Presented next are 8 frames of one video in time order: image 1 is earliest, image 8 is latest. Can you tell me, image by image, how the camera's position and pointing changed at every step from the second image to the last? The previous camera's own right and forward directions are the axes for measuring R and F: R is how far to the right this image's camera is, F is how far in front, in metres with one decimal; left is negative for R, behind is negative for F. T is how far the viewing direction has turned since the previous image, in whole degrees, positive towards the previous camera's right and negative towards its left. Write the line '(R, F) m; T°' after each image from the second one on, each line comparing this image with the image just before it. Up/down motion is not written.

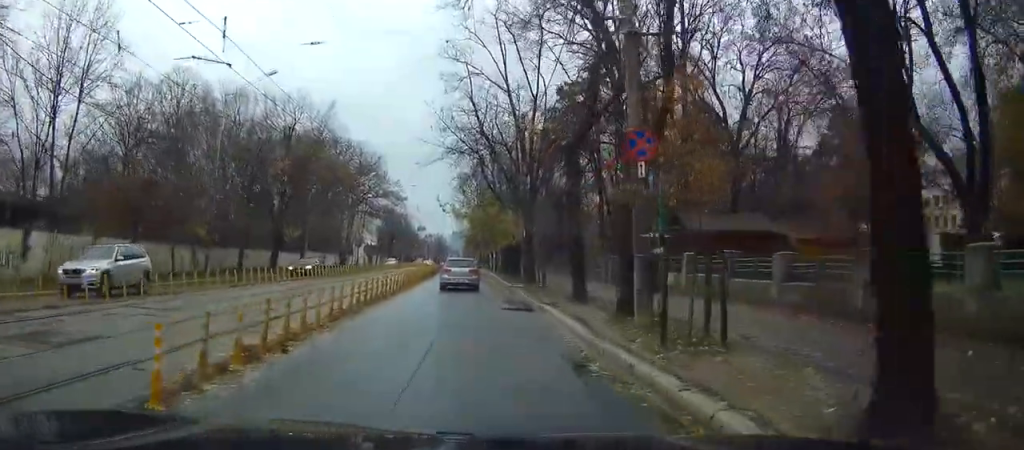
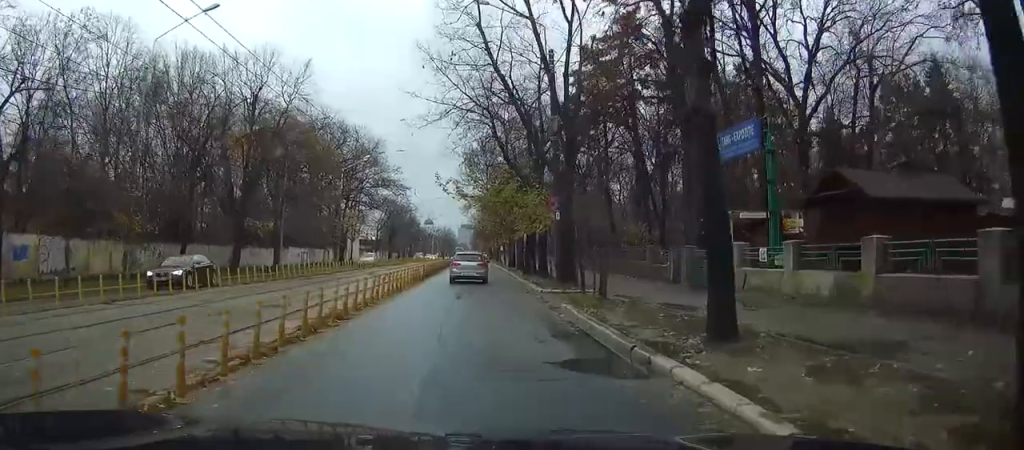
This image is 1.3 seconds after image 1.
(0.0, +11.0) m; 0°
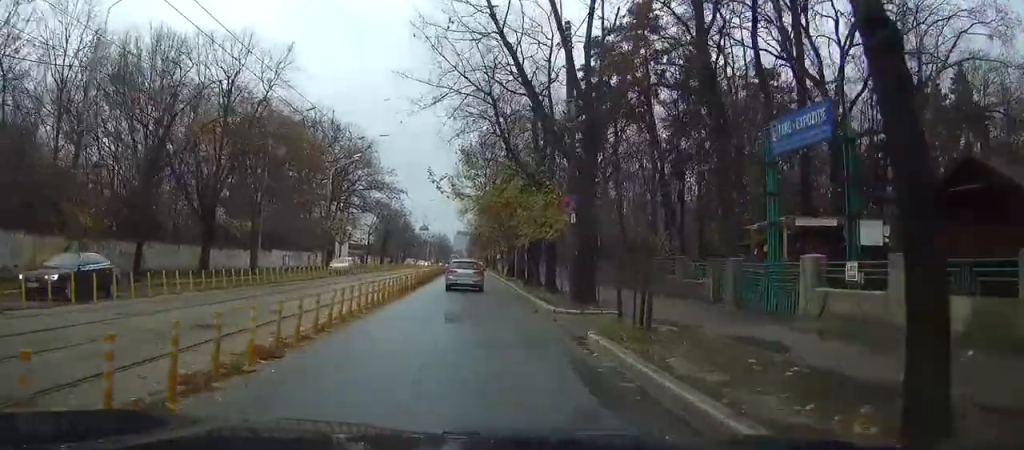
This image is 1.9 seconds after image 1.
(0.0, +4.8) m; 0°
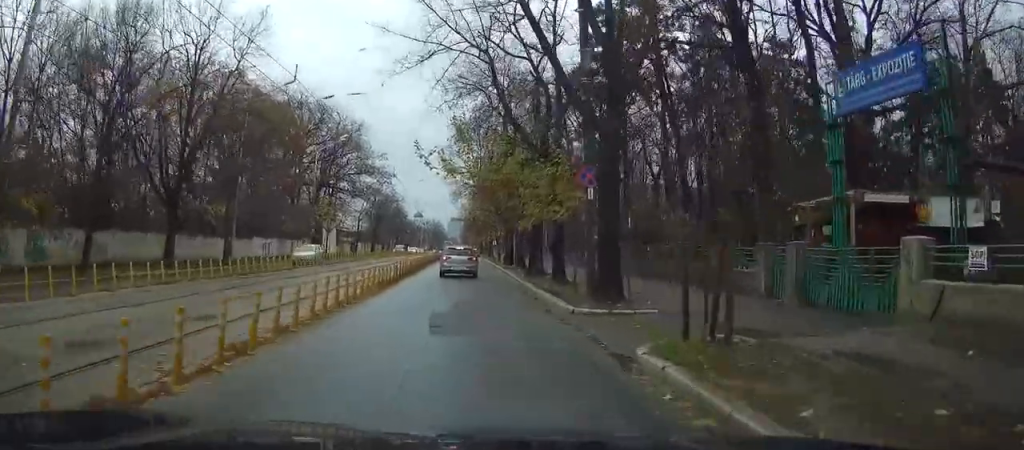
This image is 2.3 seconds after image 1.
(0.0, +4.4) m; 0°
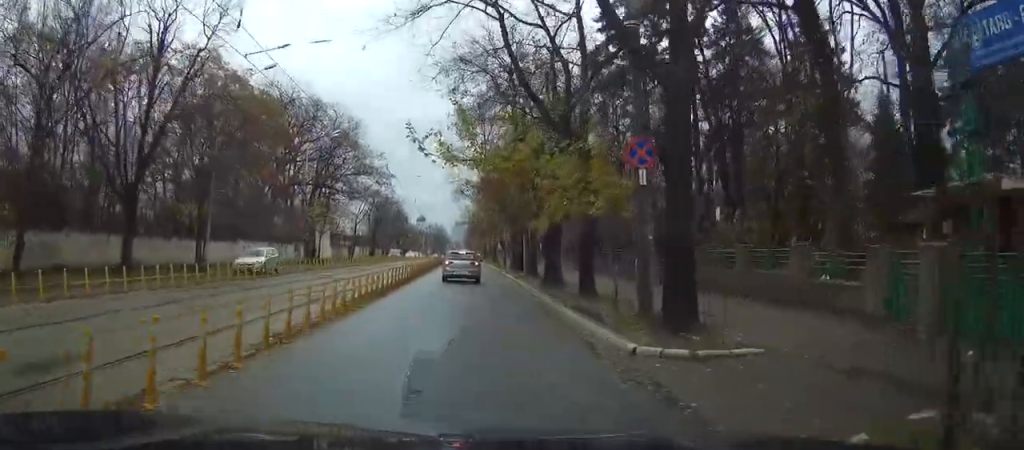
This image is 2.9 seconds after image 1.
(-0.1, +5.5) m; 0°
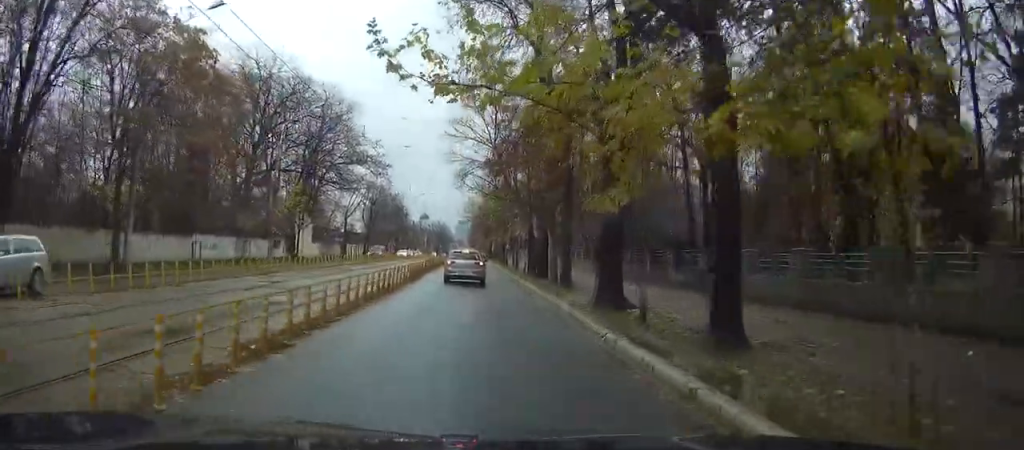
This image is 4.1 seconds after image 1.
(+0.1, +11.2) m; -2°
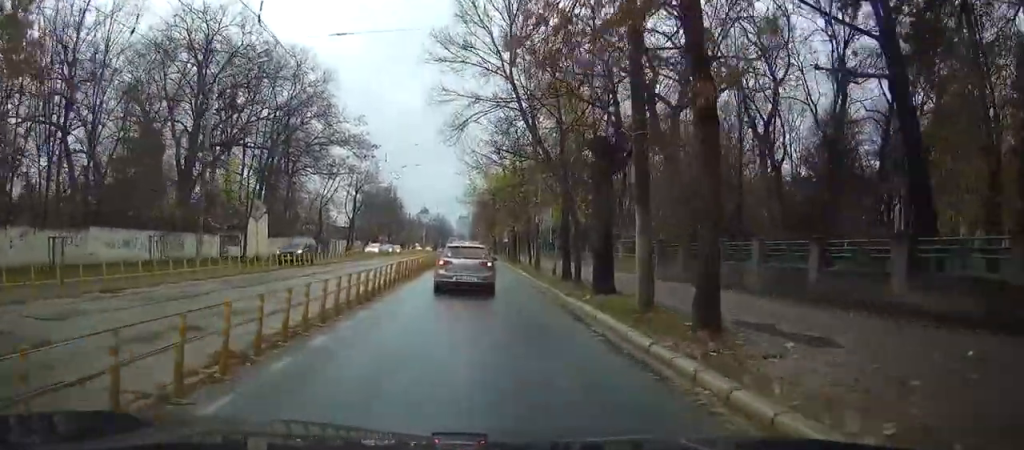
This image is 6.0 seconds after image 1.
(-0.8, +16.5) m; 0°
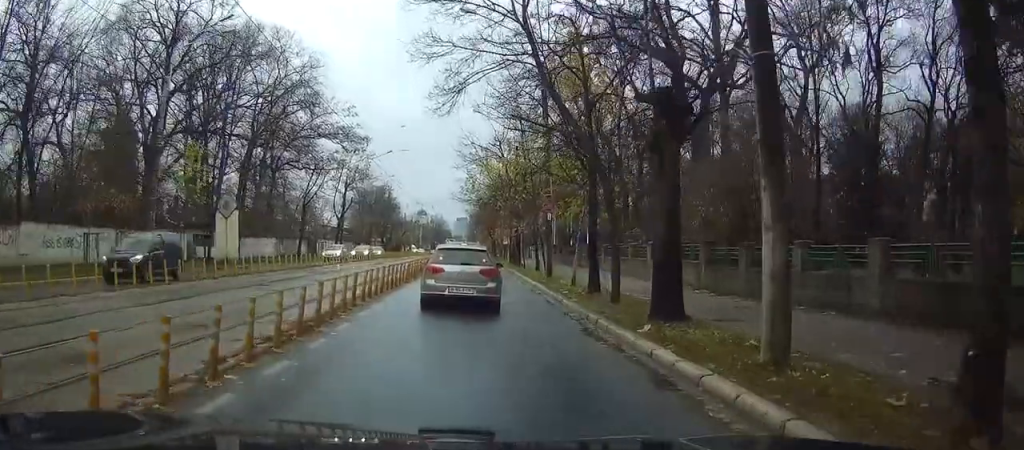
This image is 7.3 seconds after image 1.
(+0.4, +7.2) m; +3°
